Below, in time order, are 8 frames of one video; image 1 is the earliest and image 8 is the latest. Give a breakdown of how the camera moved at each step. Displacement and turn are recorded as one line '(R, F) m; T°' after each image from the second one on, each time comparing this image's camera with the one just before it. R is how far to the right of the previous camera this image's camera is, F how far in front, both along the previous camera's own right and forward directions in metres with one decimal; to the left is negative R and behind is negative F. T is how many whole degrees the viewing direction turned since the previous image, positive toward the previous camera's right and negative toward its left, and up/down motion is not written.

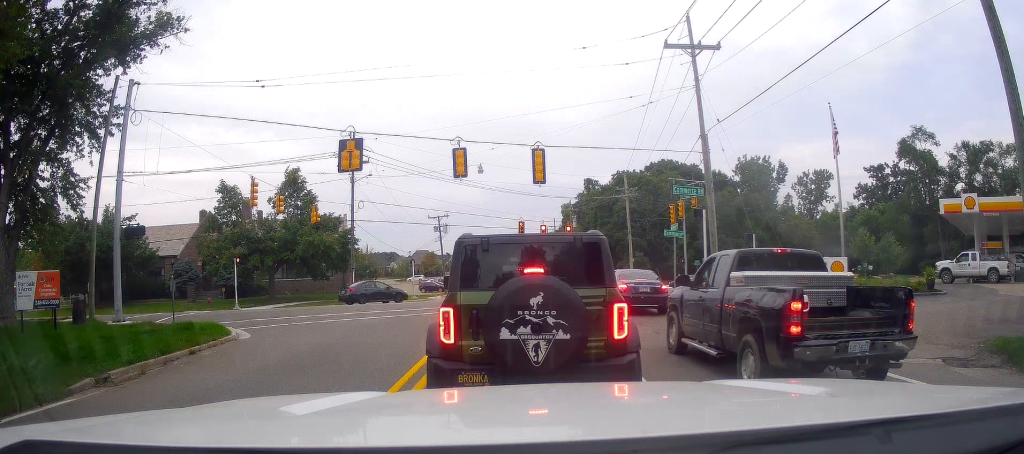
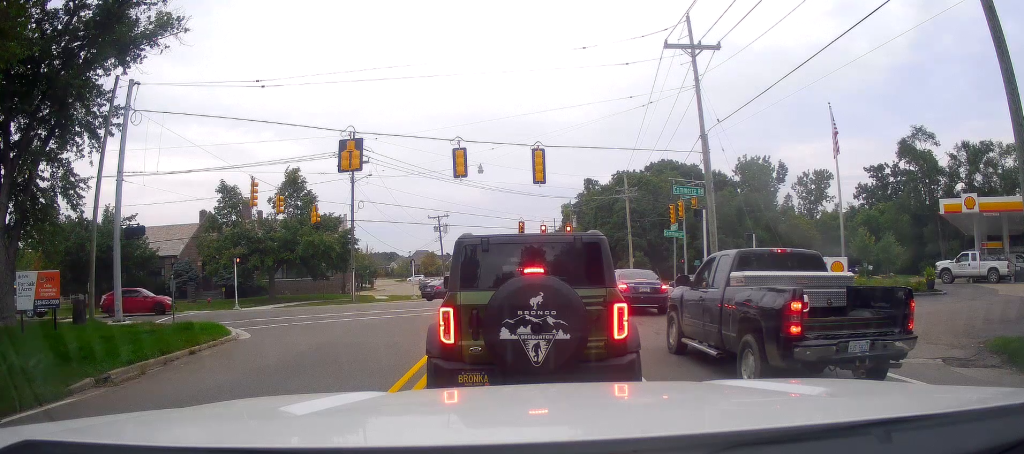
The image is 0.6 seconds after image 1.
(0.0, 0.0) m; 0°
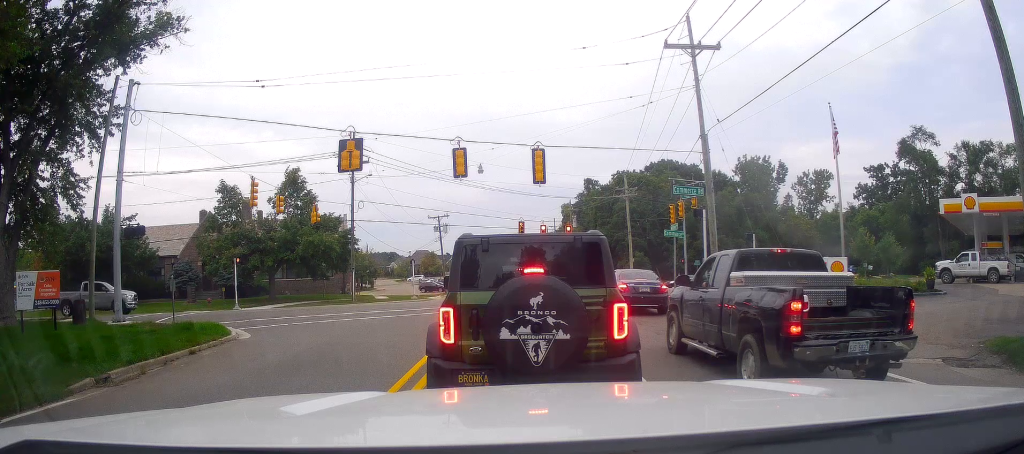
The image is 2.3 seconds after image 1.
(0.0, 0.0) m; 0°
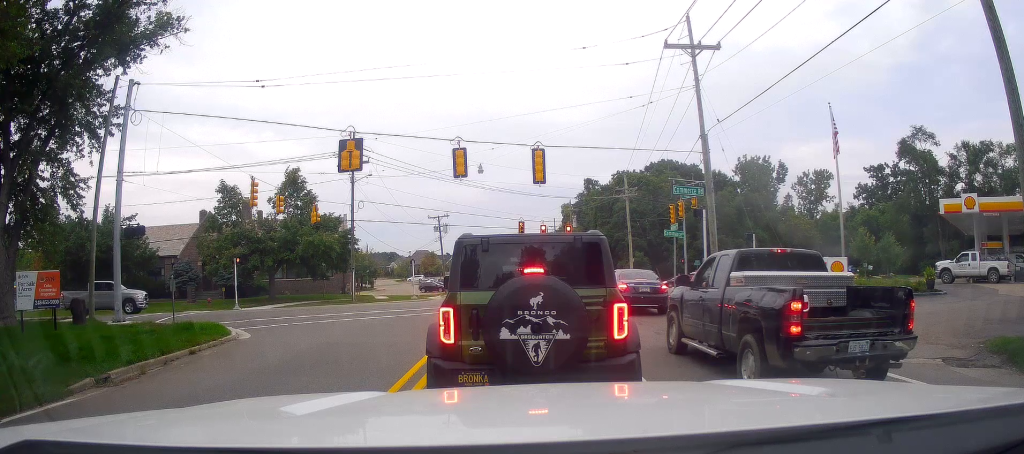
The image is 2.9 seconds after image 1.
(0.0, 0.0) m; 0°
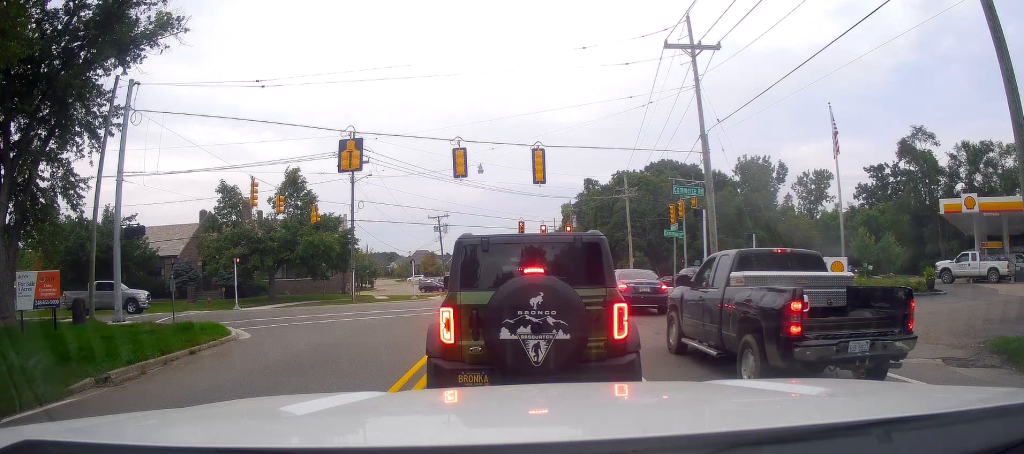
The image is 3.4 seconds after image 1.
(0.0, 0.0) m; 0°
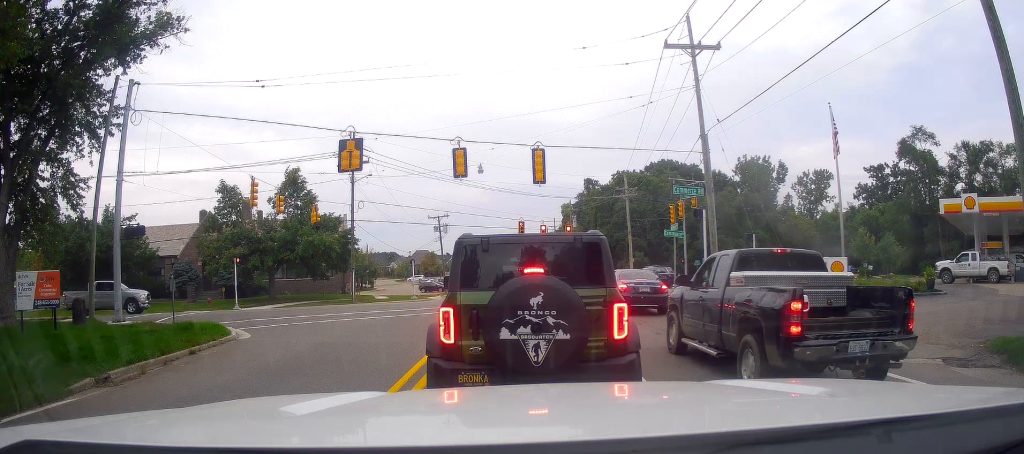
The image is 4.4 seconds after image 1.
(0.0, 0.0) m; 0°
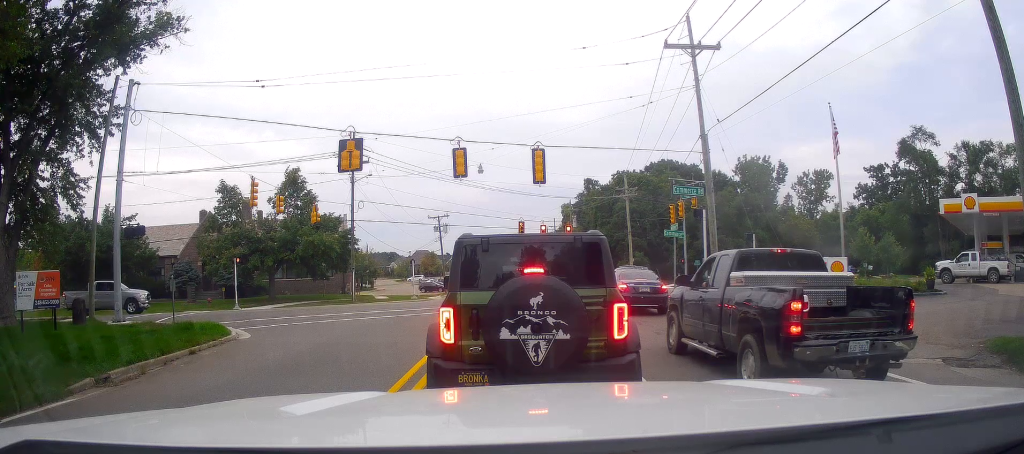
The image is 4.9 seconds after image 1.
(0.0, 0.0) m; 0°
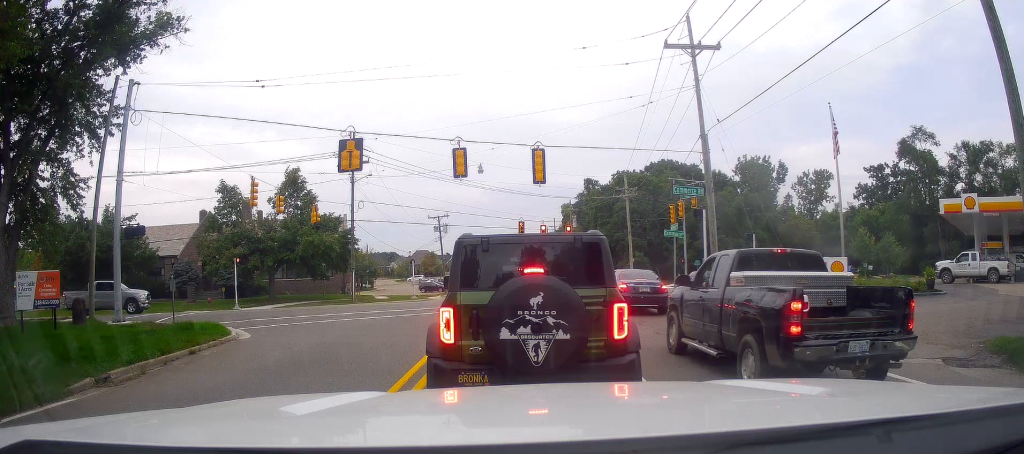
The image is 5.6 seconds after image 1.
(0.0, 0.0) m; 0°
